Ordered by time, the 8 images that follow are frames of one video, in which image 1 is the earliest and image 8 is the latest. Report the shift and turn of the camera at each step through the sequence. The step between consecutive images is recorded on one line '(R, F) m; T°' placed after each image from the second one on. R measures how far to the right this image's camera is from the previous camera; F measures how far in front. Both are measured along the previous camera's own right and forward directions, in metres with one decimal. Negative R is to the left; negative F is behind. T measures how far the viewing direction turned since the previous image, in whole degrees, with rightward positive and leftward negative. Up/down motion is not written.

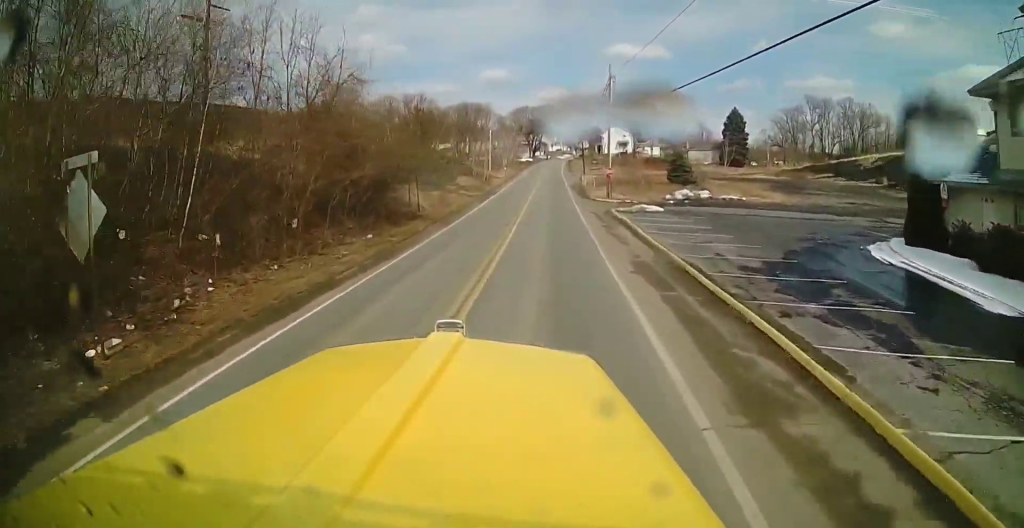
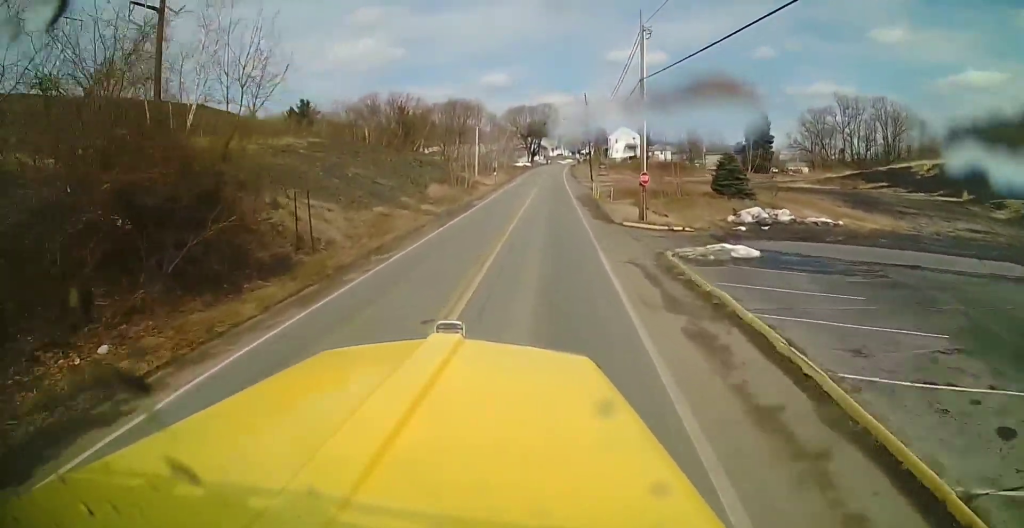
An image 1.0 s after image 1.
(-0.7, +17.2) m; -2°
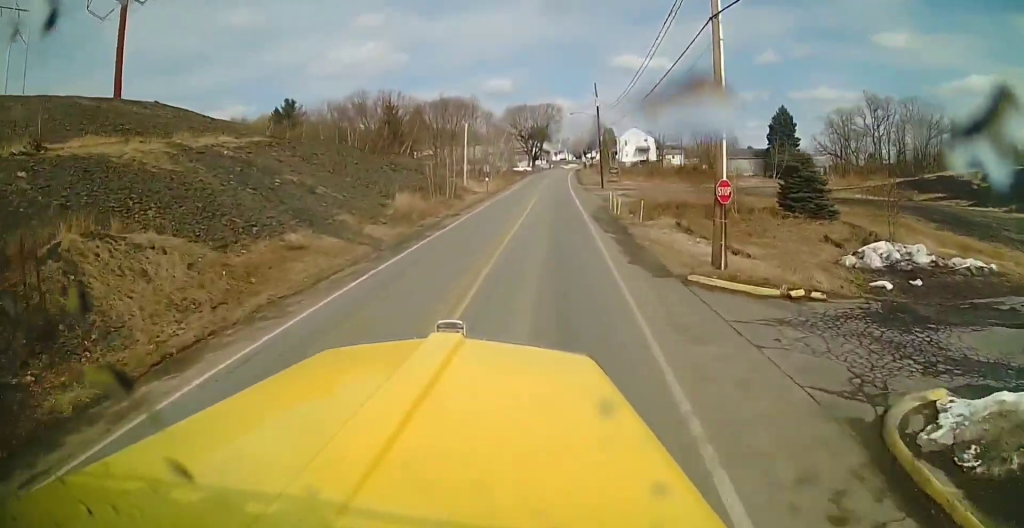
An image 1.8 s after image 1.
(0.0, +12.9) m; 0°
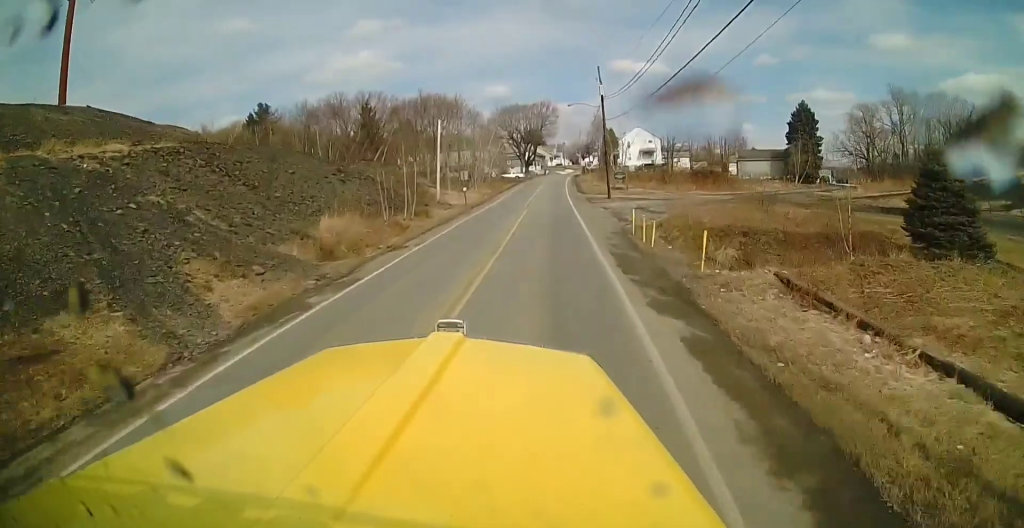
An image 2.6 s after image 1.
(0.0, +12.9) m; 0°
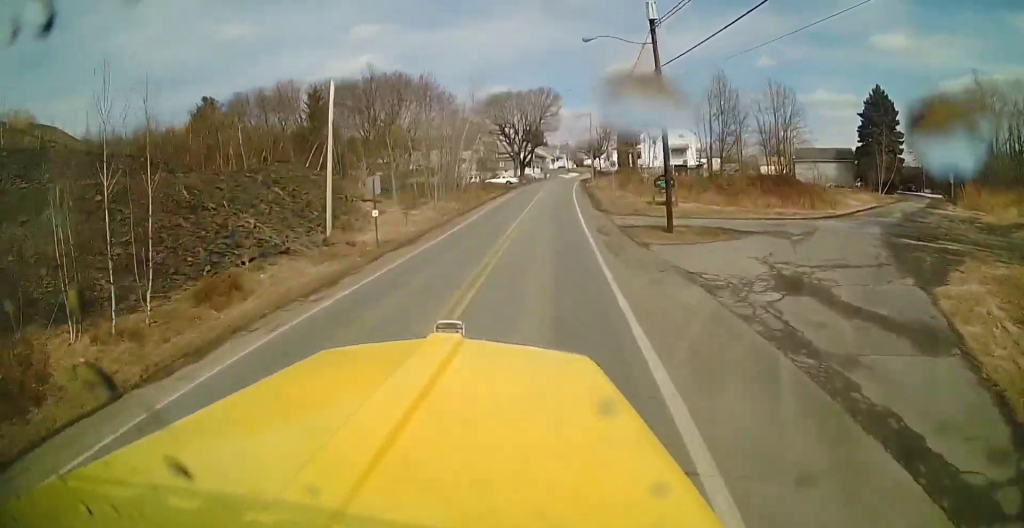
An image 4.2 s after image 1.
(-0.1, +26.8) m; -1°
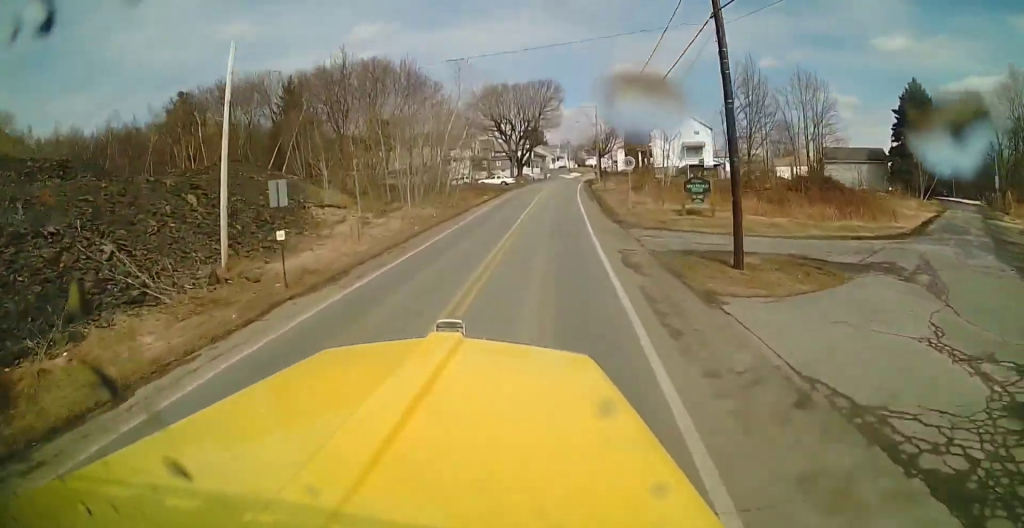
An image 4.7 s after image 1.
(-0.1, +9.5) m; -1°
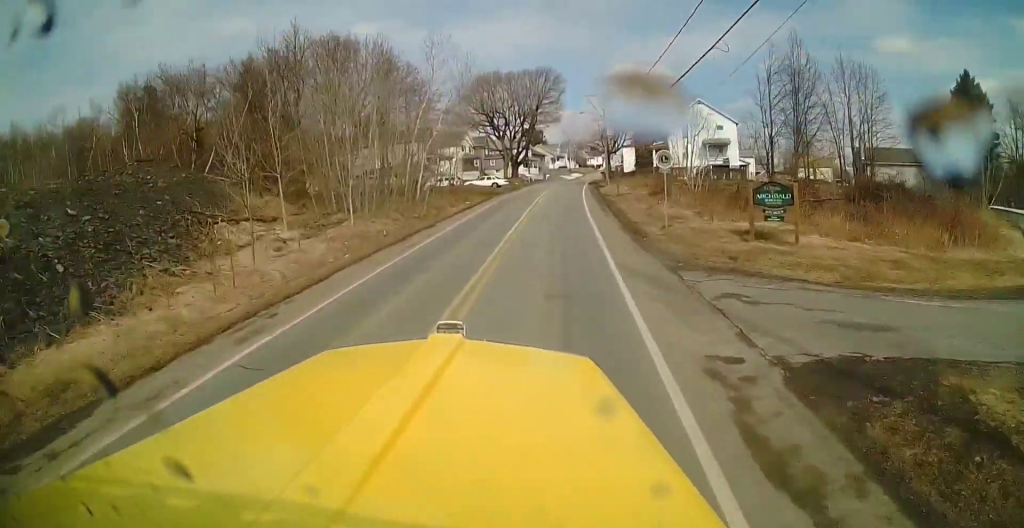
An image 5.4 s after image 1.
(0.0, +11.7) m; 0°
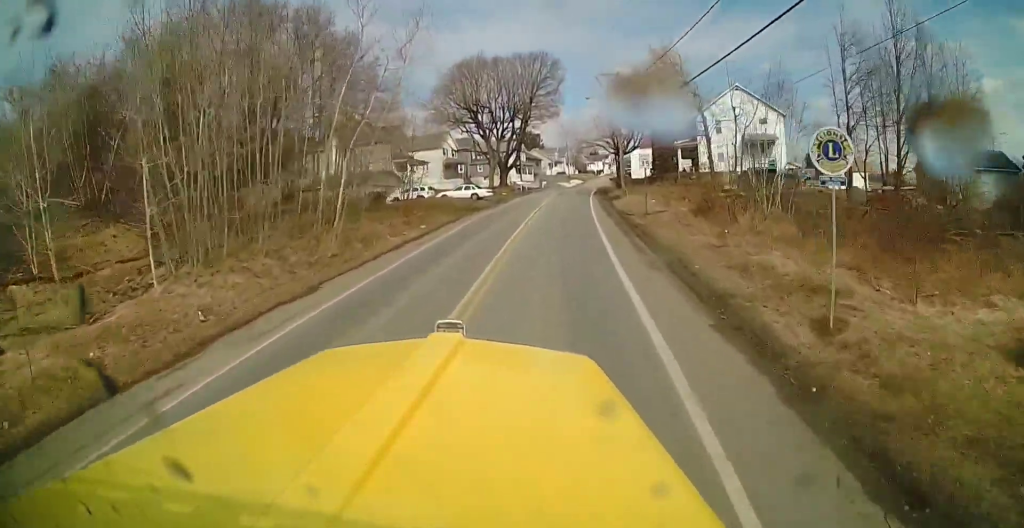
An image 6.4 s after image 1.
(+0.1, +15.6) m; +1°
